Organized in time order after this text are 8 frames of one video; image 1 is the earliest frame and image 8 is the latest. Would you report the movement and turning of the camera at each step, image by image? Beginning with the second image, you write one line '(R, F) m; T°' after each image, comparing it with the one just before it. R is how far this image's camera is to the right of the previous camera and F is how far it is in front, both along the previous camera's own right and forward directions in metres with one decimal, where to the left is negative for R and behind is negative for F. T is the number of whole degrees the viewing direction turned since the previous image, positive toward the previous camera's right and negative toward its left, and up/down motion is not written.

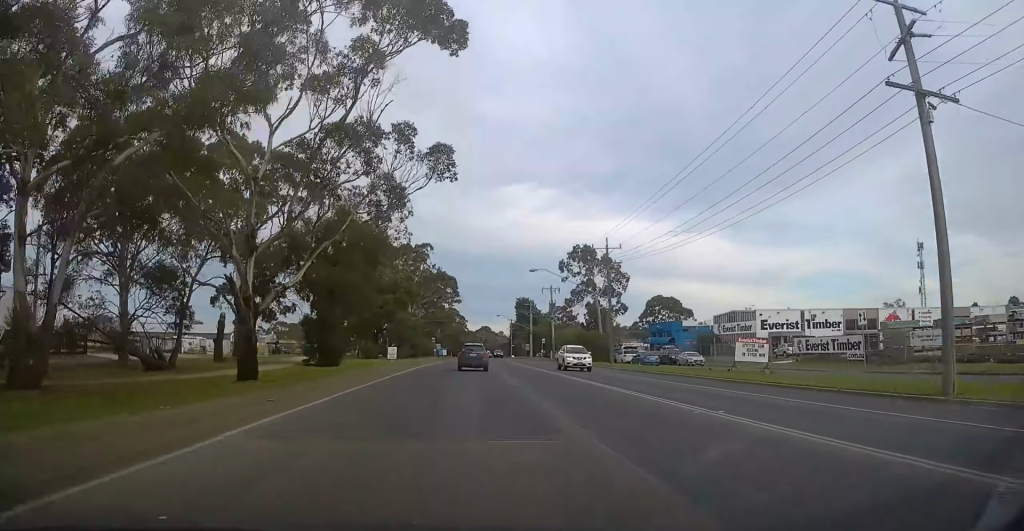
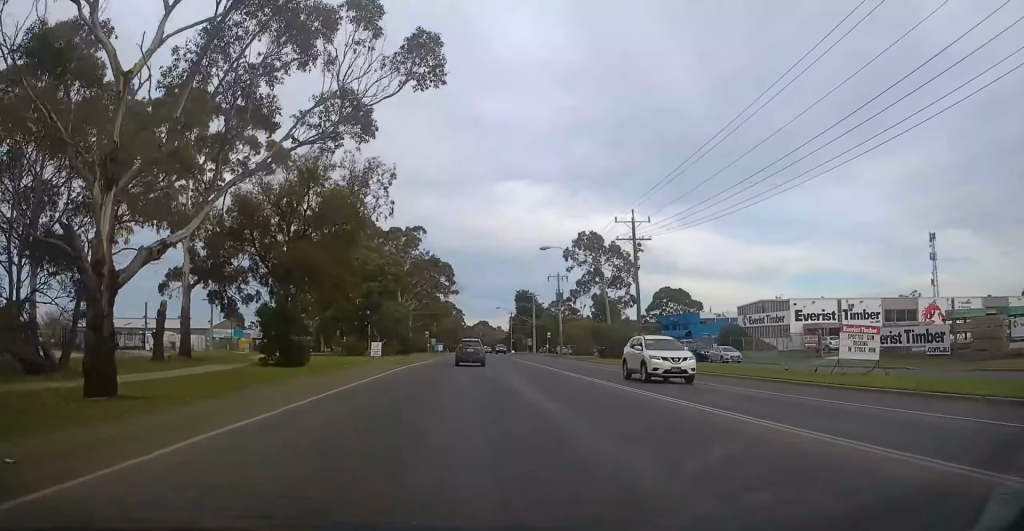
(0.0, +9.9) m; 0°
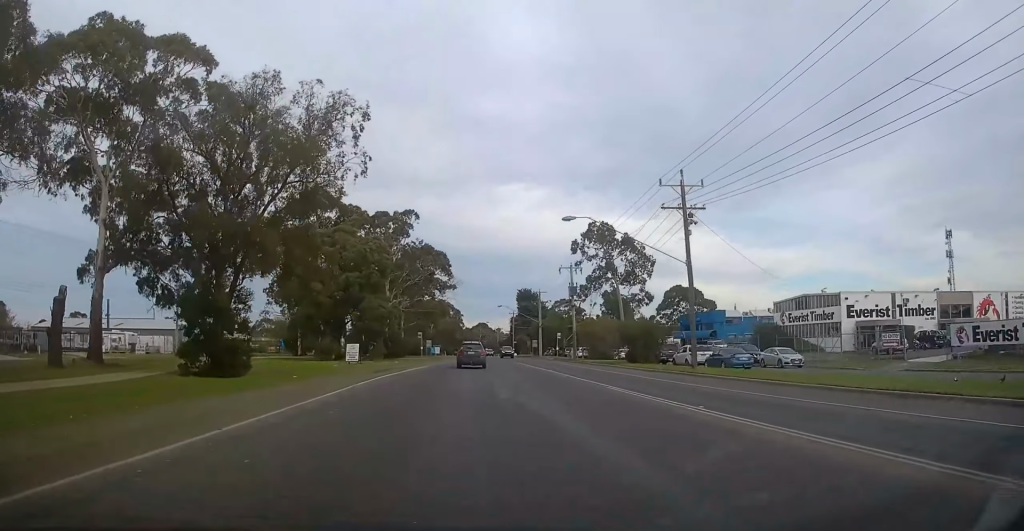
(0.0, +12.0) m; 0°
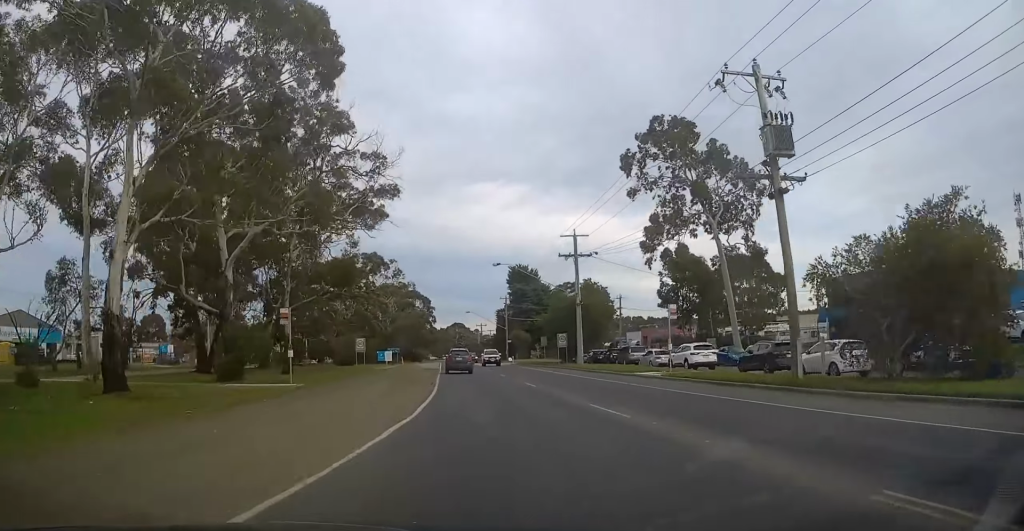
(+1.4, +51.8) m; +2°
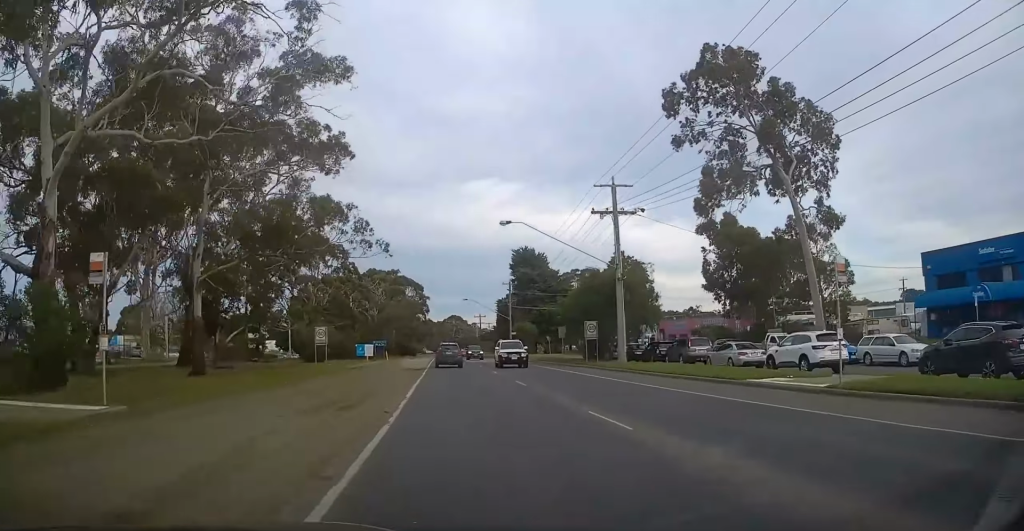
(-0.4, +14.6) m; 0°
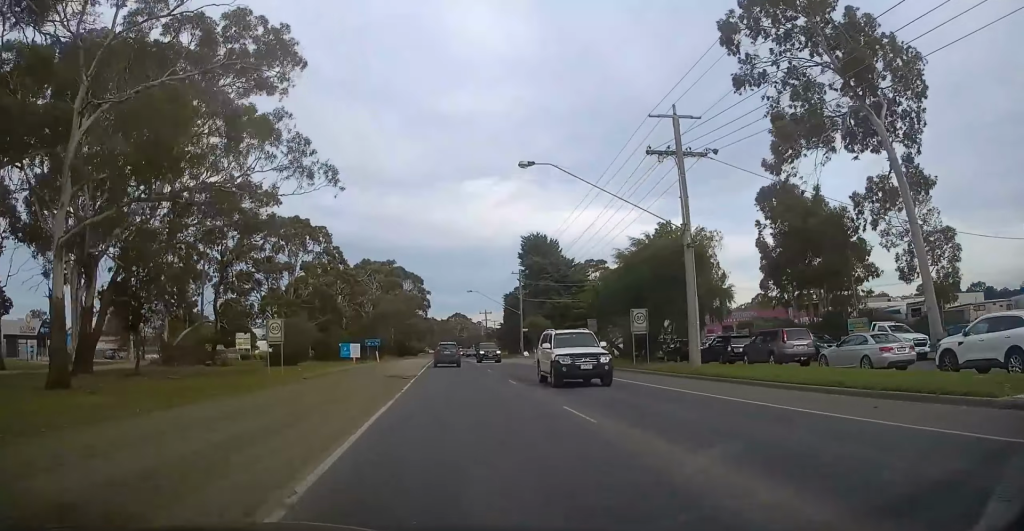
(+0.4, +11.4) m; 0°
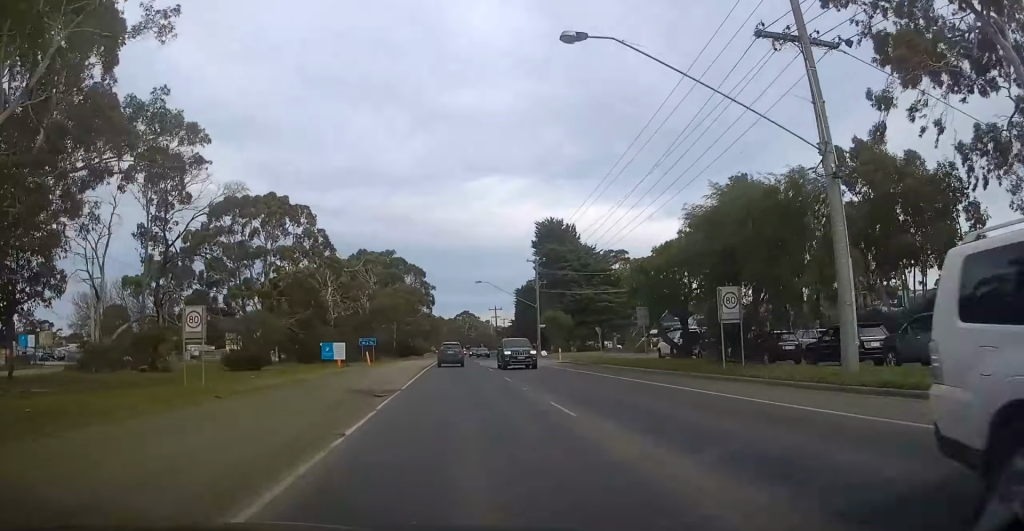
(+0.2, +10.6) m; 0°
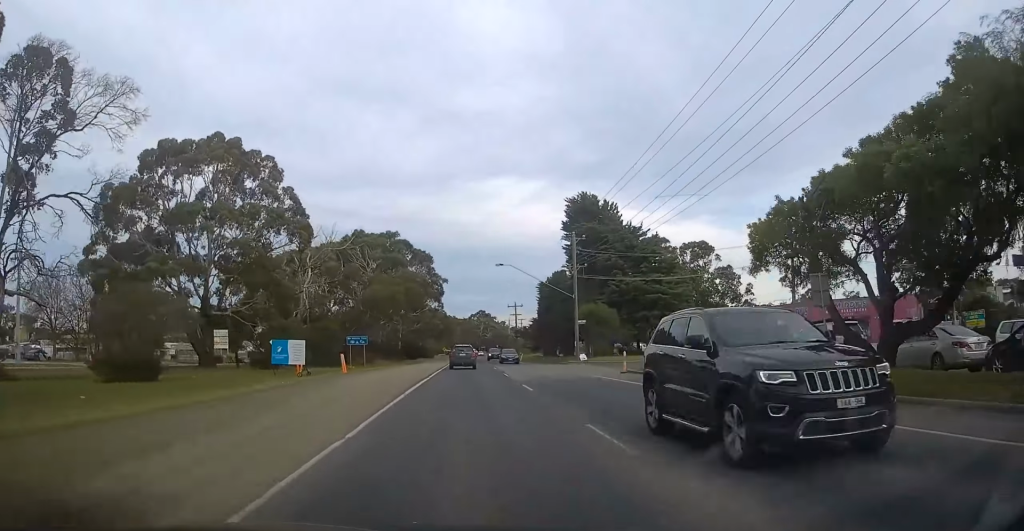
(-0.5, +15.8) m; 0°
